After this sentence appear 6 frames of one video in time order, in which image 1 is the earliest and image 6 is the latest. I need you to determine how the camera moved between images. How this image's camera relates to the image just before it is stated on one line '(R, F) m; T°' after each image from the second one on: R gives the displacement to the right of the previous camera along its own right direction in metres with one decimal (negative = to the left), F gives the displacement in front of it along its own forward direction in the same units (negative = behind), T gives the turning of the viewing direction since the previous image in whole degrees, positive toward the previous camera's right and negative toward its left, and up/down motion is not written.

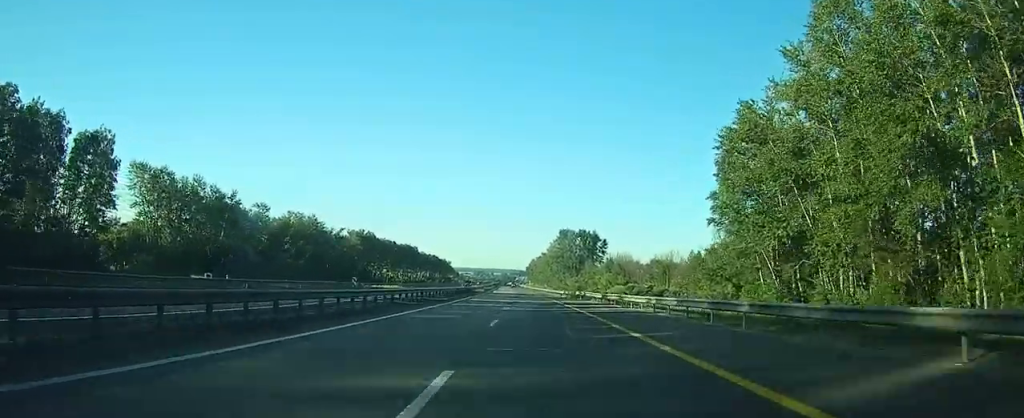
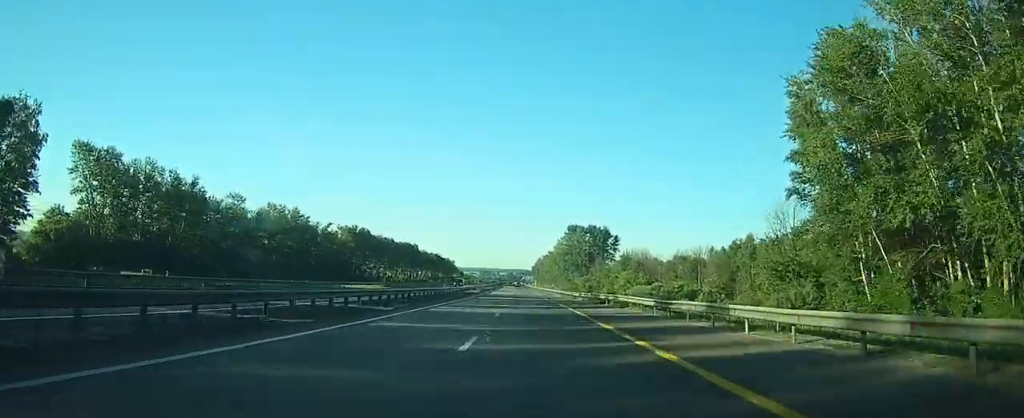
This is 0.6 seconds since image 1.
(+0.1, +18.3) m; -1°
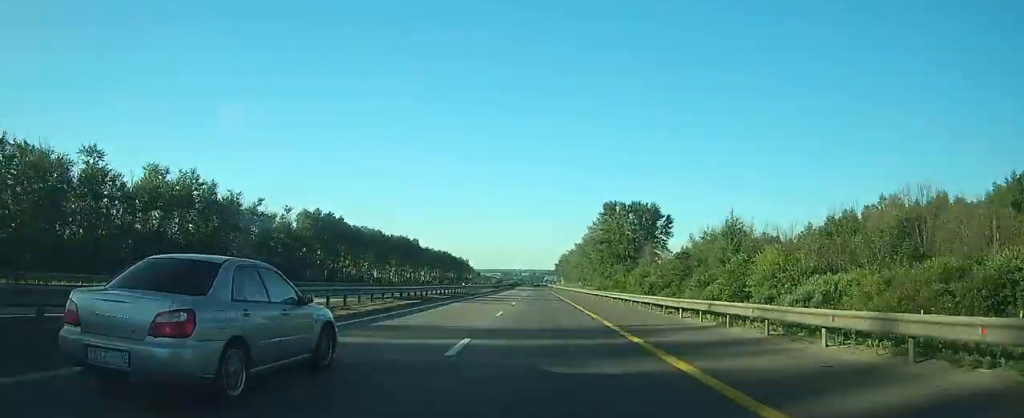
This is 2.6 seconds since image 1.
(-1.5, +61.1) m; -2°
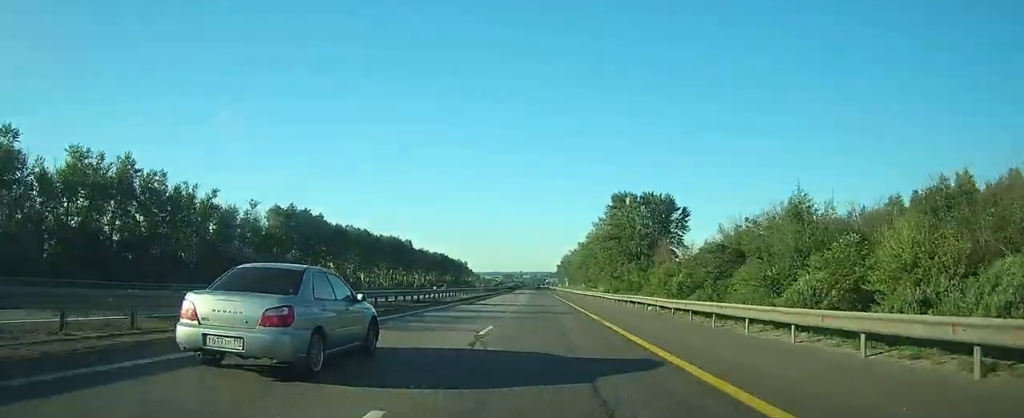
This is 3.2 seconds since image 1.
(-0.2, +19.5) m; 0°
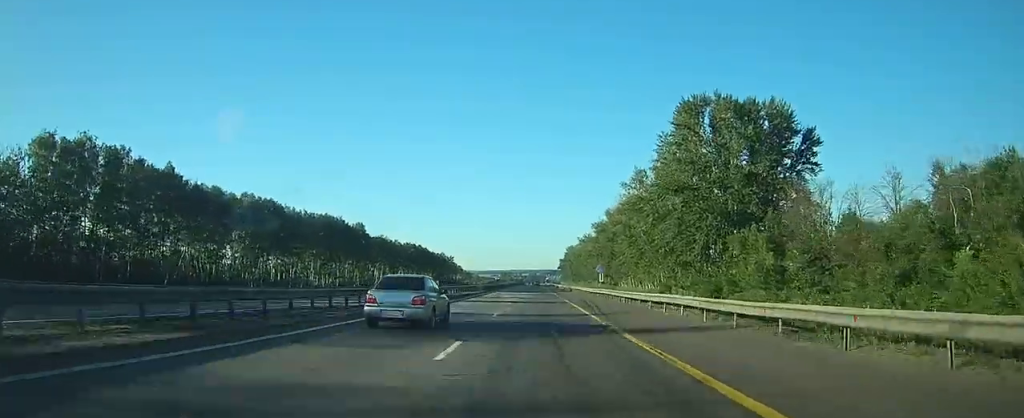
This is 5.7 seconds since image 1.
(-0.7, +77.4) m; -1°
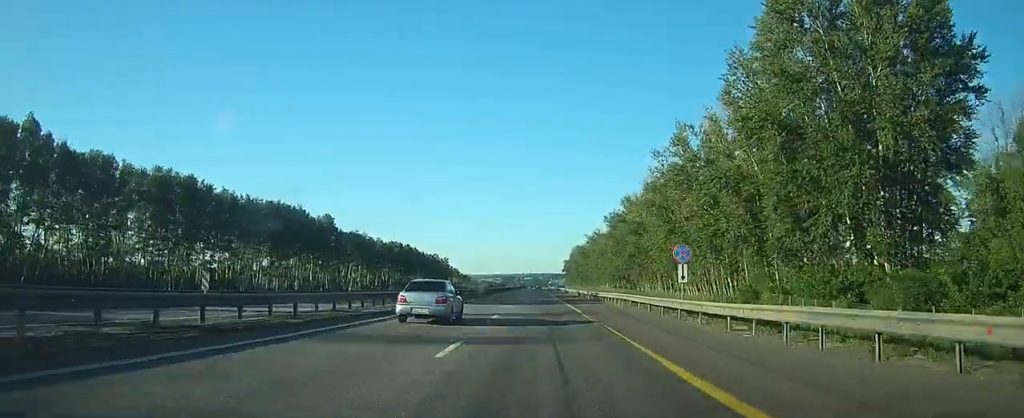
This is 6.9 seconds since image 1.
(-0.1, +35.4) m; 0°
